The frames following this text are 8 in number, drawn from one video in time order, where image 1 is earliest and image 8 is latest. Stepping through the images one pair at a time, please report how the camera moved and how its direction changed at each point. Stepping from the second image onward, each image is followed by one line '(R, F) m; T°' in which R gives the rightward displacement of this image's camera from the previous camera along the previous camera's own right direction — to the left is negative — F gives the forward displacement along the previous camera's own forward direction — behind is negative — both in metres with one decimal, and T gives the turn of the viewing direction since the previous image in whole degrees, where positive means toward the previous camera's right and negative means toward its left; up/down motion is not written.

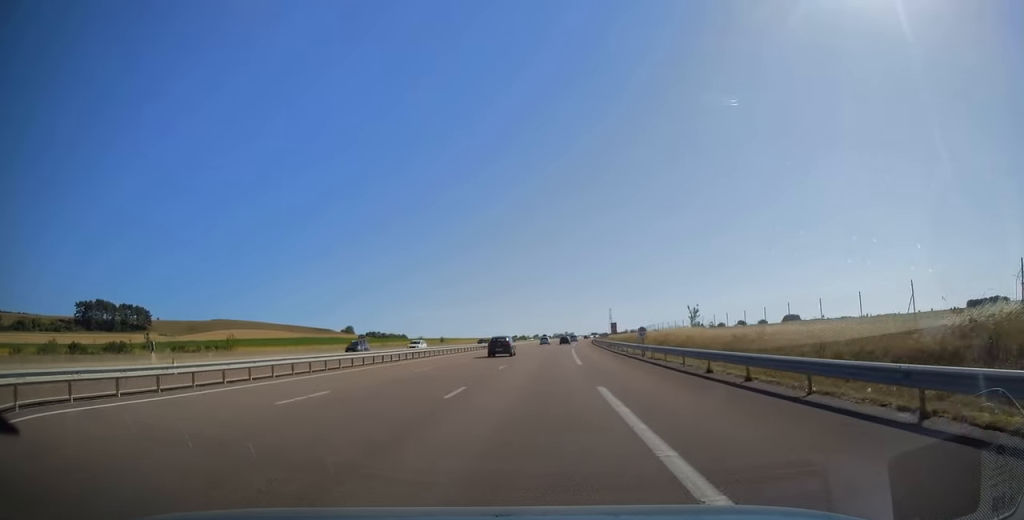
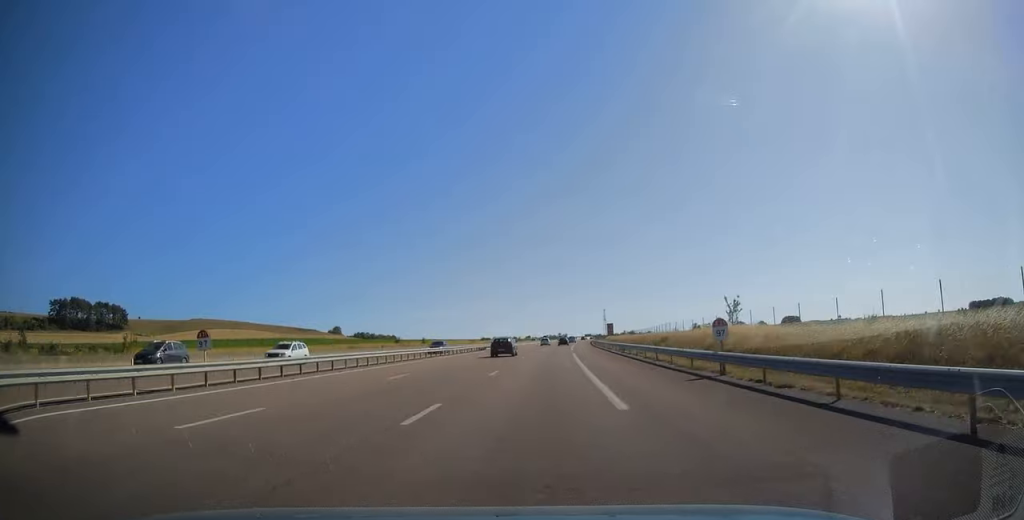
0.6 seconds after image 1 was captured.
(-0.1, +17.4) m; +1°
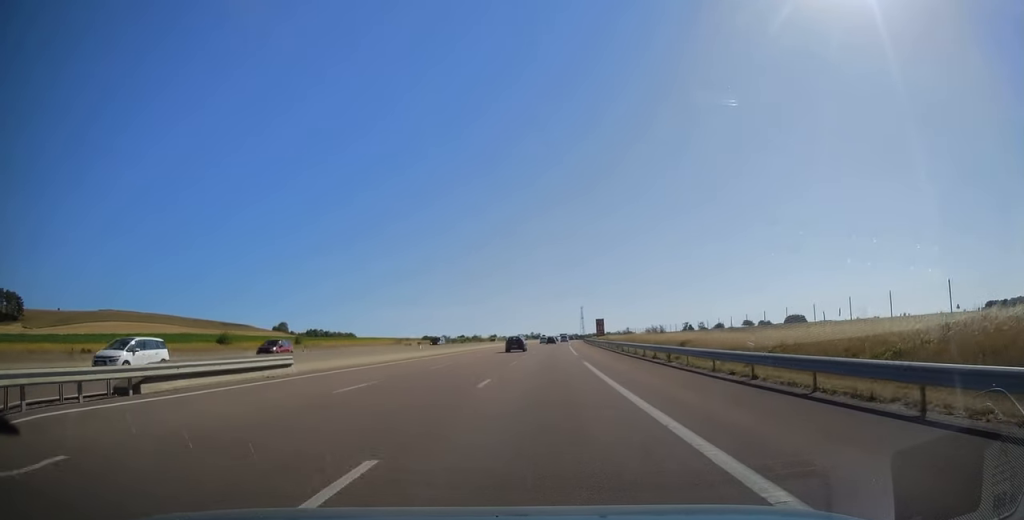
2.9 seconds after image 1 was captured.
(+1.6, +71.9) m; +2°
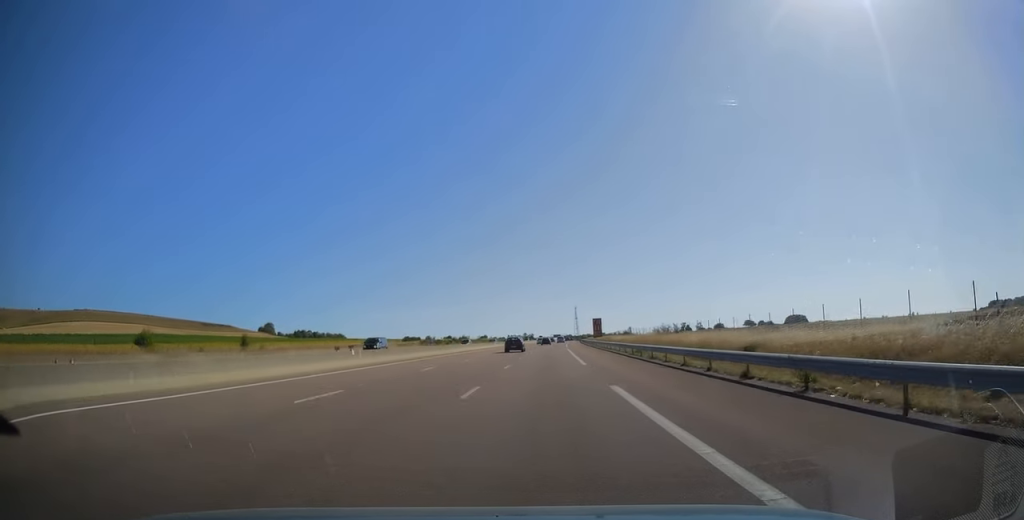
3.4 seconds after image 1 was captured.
(+0.1, +15.9) m; 0°
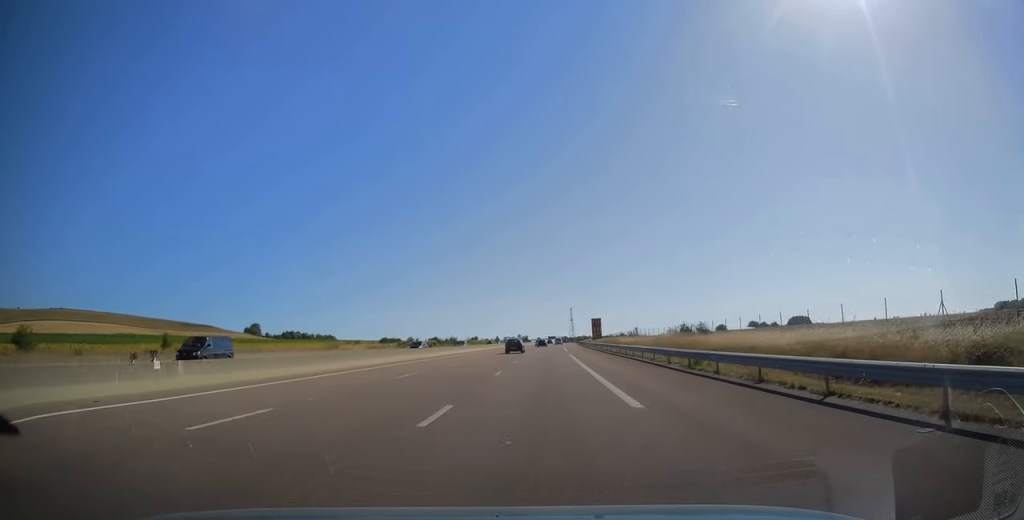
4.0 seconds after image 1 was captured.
(+0.1, +17.5) m; +1°
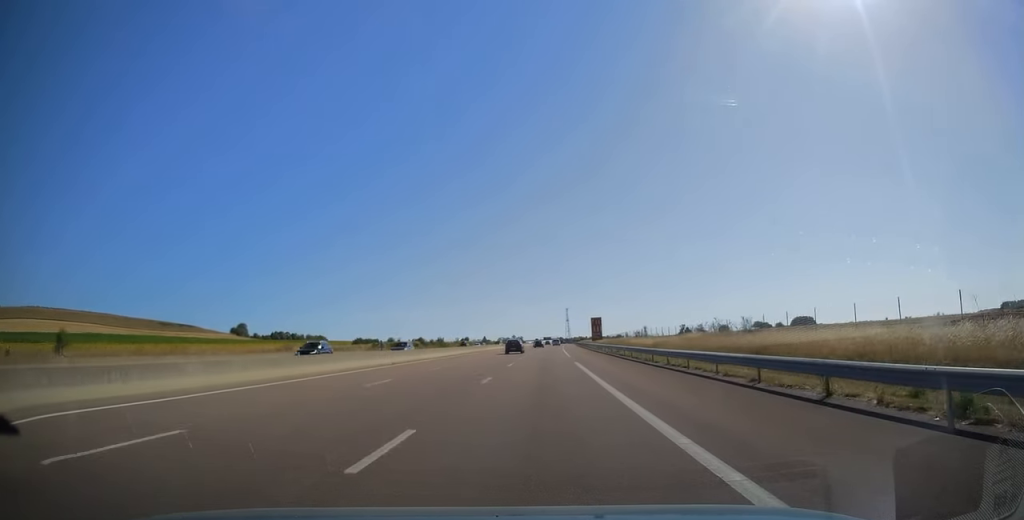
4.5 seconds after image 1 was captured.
(0.0, +16.5) m; +1°
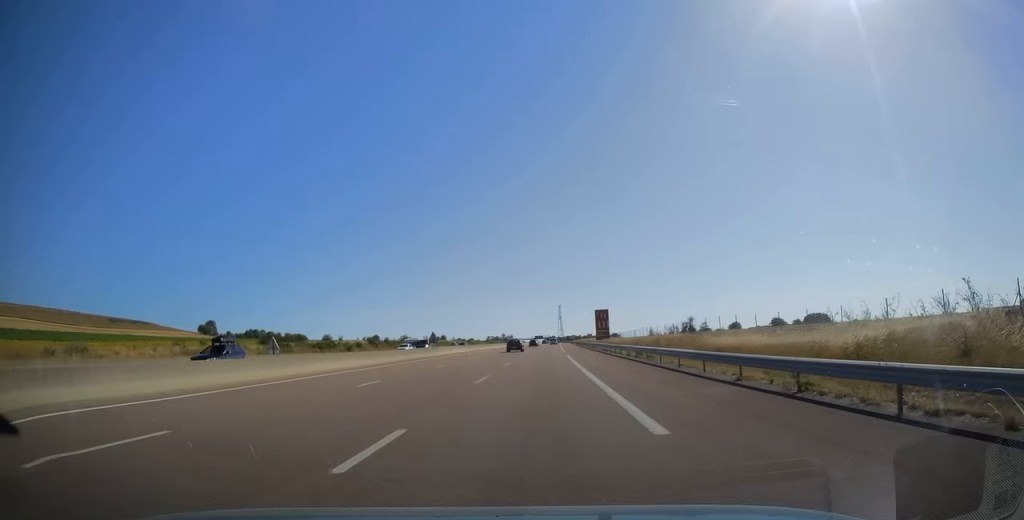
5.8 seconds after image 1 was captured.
(+0.6, +39.5) m; +1°
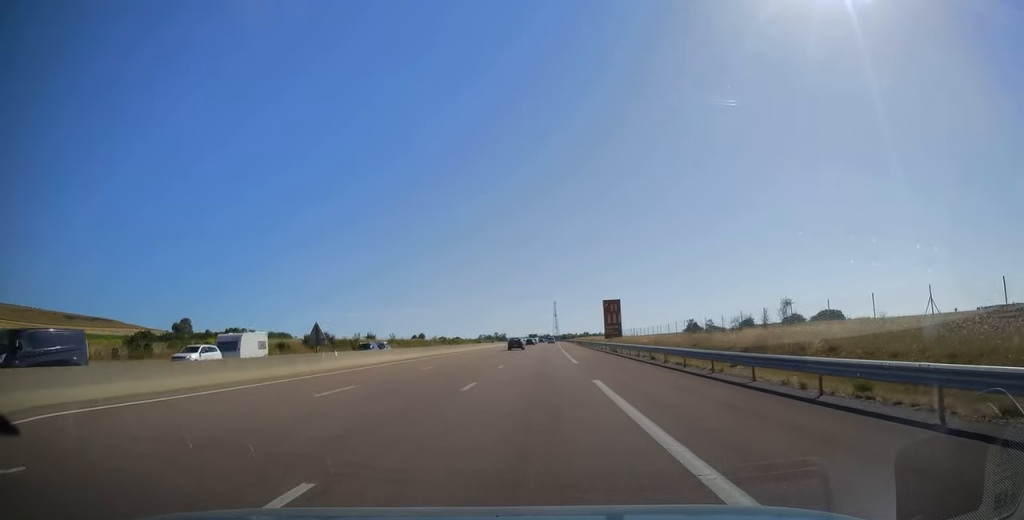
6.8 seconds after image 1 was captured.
(0.0, +29.7) m; 0°
